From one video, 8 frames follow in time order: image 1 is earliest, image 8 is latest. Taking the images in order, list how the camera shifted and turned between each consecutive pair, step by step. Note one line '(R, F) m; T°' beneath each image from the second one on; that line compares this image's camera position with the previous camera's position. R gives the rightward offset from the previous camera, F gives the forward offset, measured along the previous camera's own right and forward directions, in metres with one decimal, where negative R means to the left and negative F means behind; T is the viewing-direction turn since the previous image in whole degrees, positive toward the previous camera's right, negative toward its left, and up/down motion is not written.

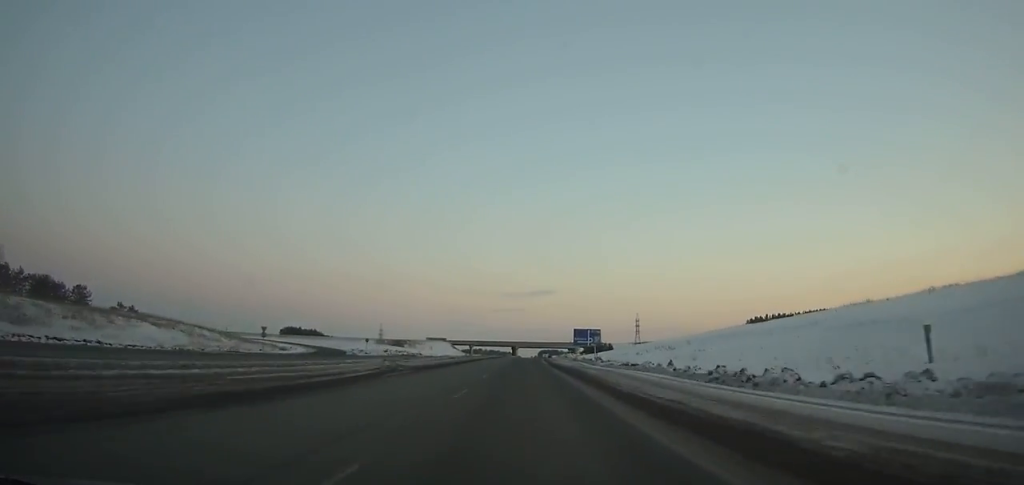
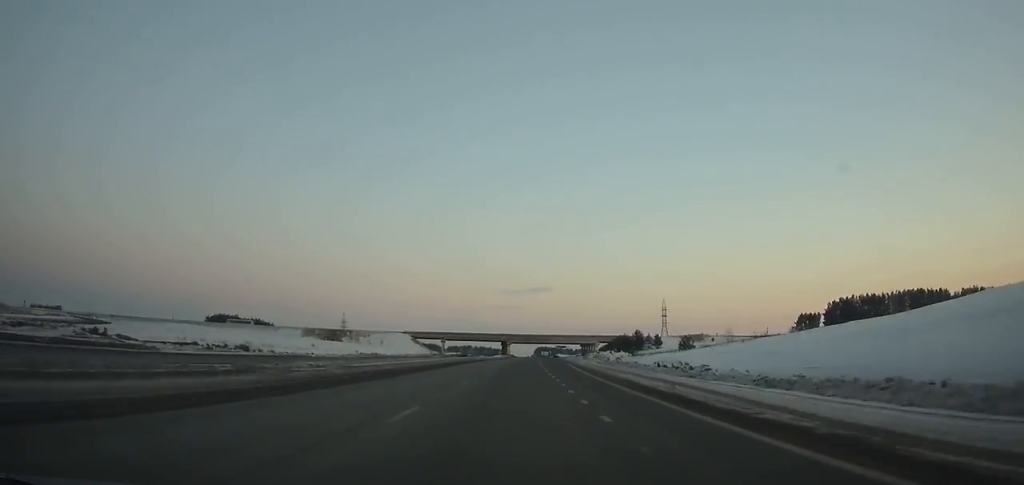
(+0.1, +99.8) m; +1°
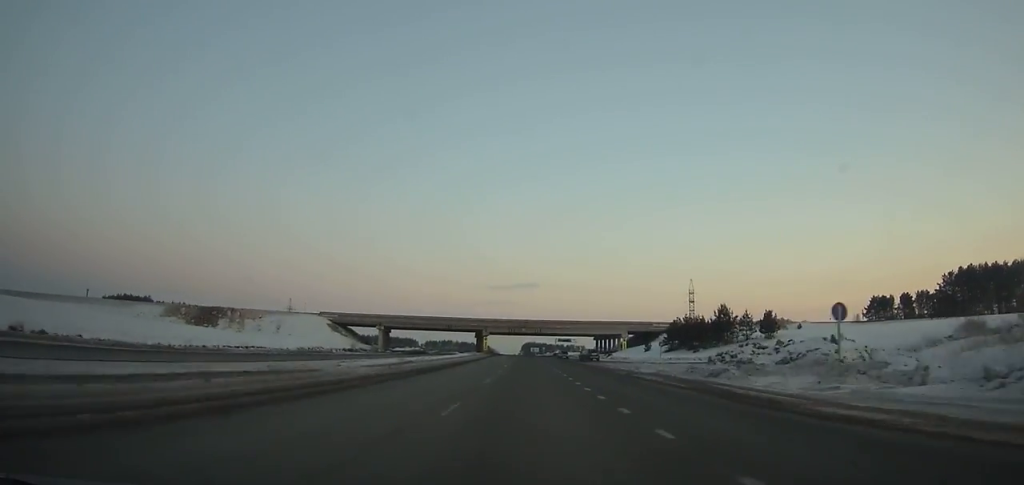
(+0.9, +81.6) m; 0°
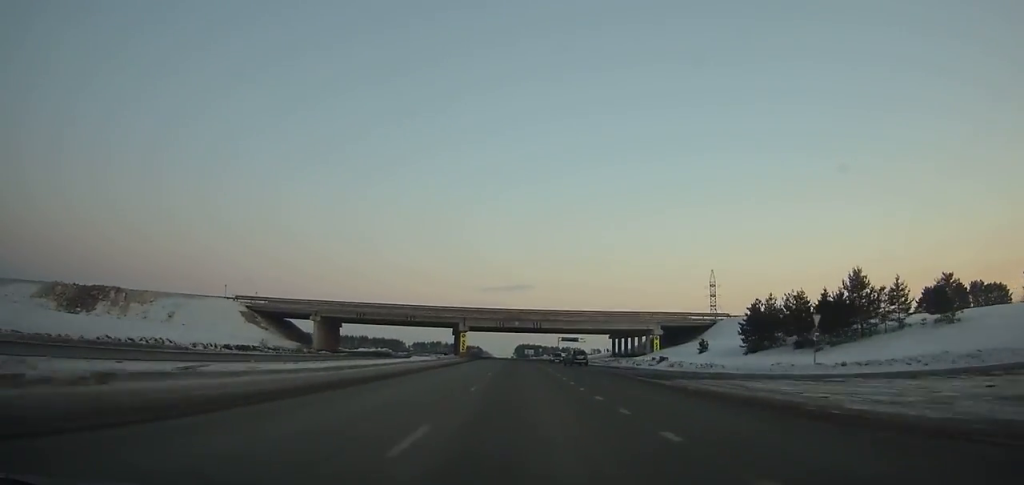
(-0.1, +39.8) m; 0°
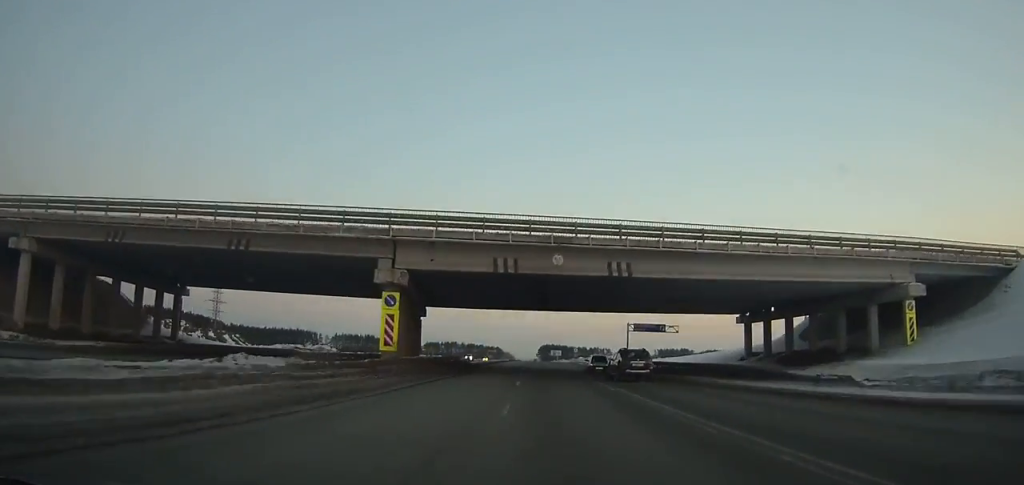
(-0.3, +67.8) m; 0°
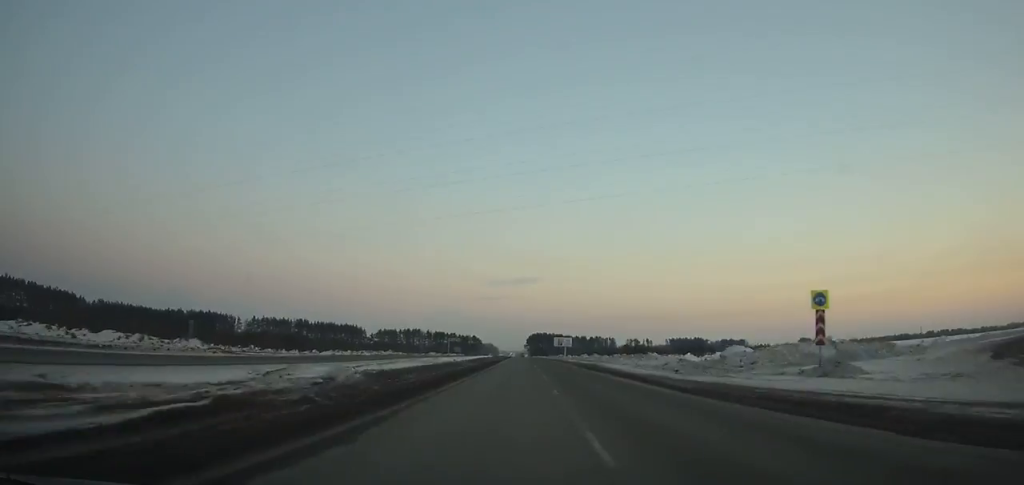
(+0.9, +149.1) m; +1°
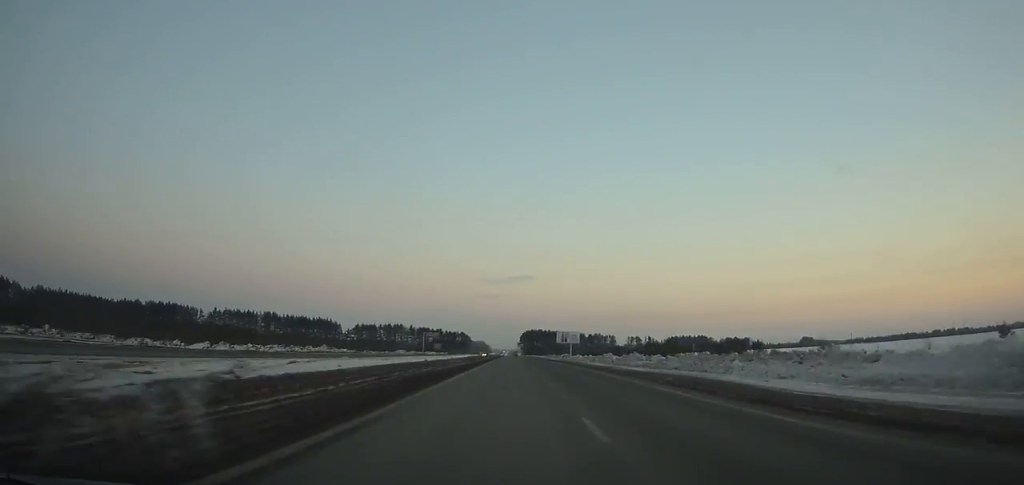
(+0.1, +44.3) m; 0°
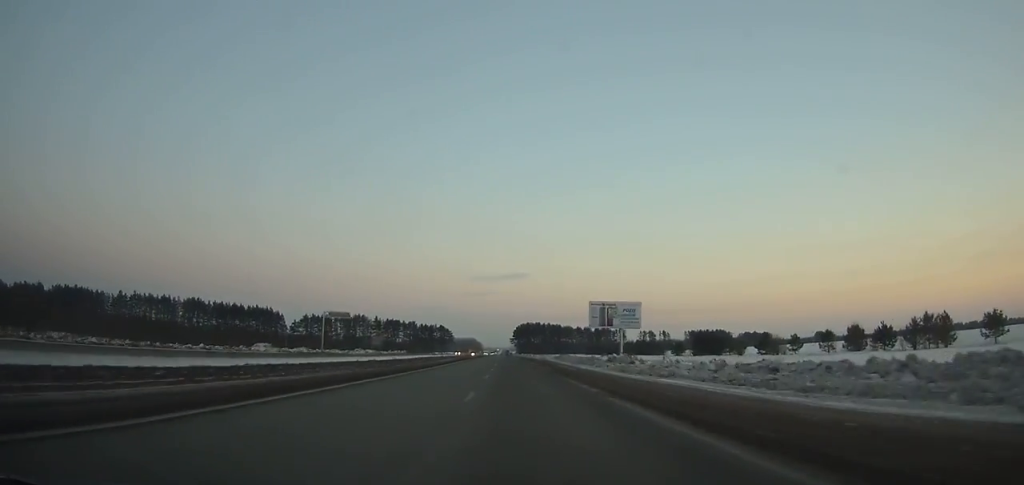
(+0.1, +87.9) m; 0°
